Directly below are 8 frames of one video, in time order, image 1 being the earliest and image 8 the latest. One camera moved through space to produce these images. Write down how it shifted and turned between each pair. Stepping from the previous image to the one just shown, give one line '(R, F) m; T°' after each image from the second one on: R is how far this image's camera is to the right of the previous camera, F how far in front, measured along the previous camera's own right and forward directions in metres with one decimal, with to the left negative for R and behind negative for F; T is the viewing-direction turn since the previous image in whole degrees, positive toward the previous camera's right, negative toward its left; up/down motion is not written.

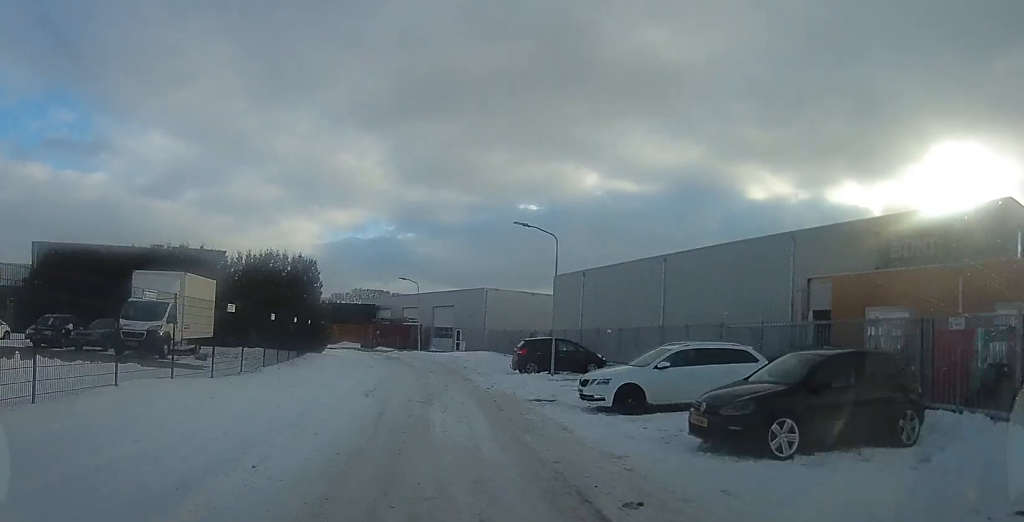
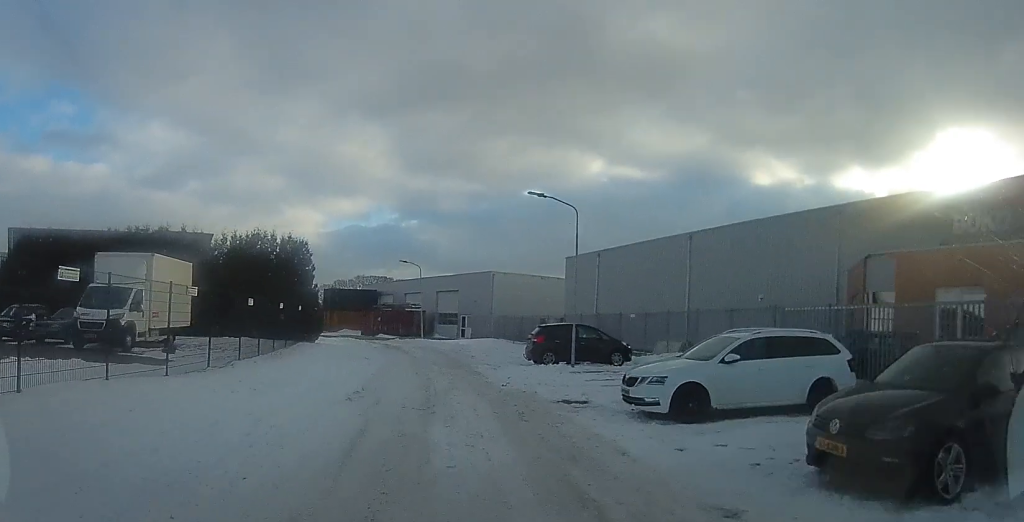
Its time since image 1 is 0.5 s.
(-0.2, +3.0) m; -2°
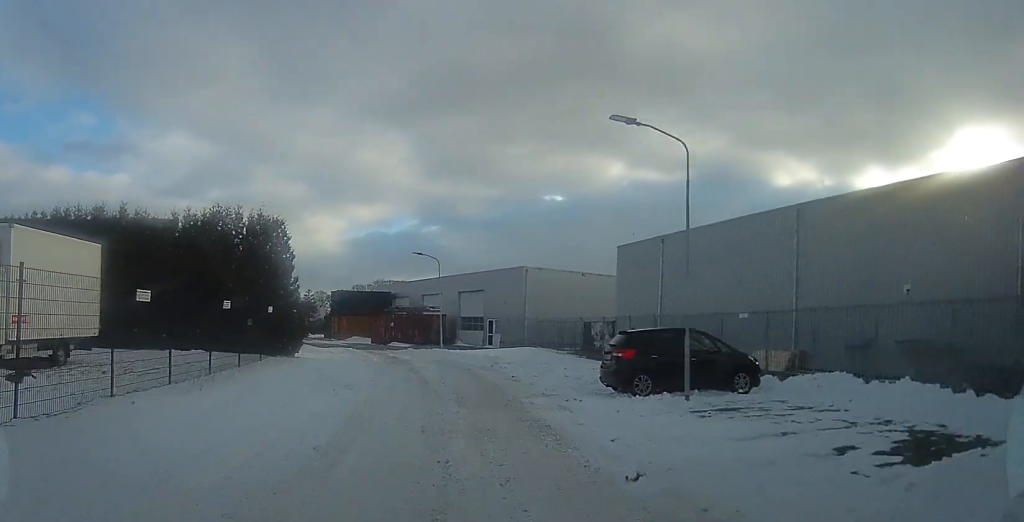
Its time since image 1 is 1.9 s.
(-0.3, +8.3) m; -2°
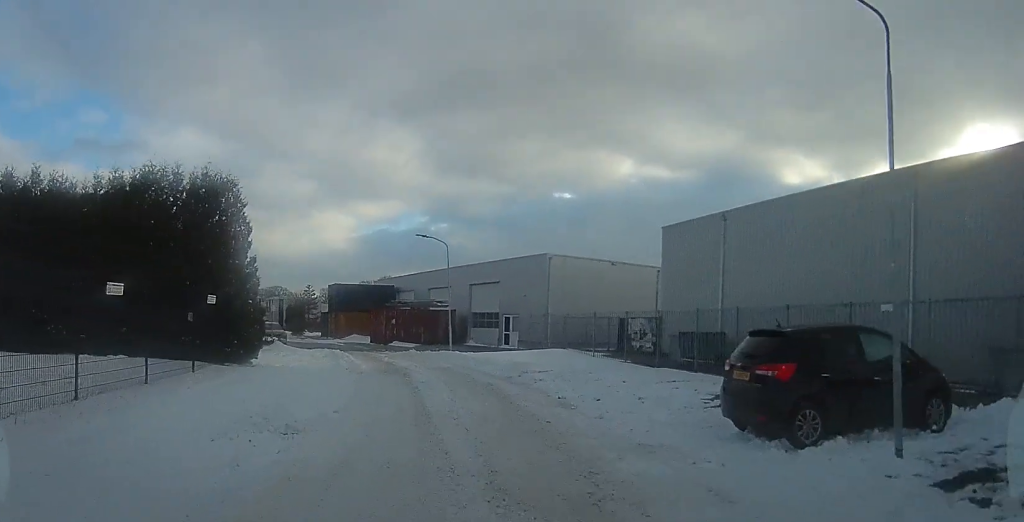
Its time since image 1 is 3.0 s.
(0.0, +6.1) m; 0°
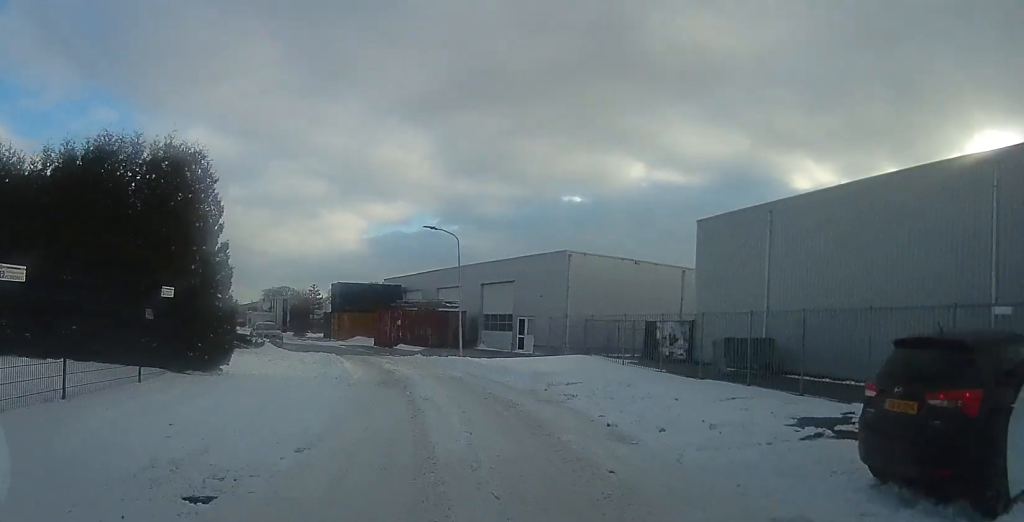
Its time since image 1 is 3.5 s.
(0.0, +3.0) m; 0°
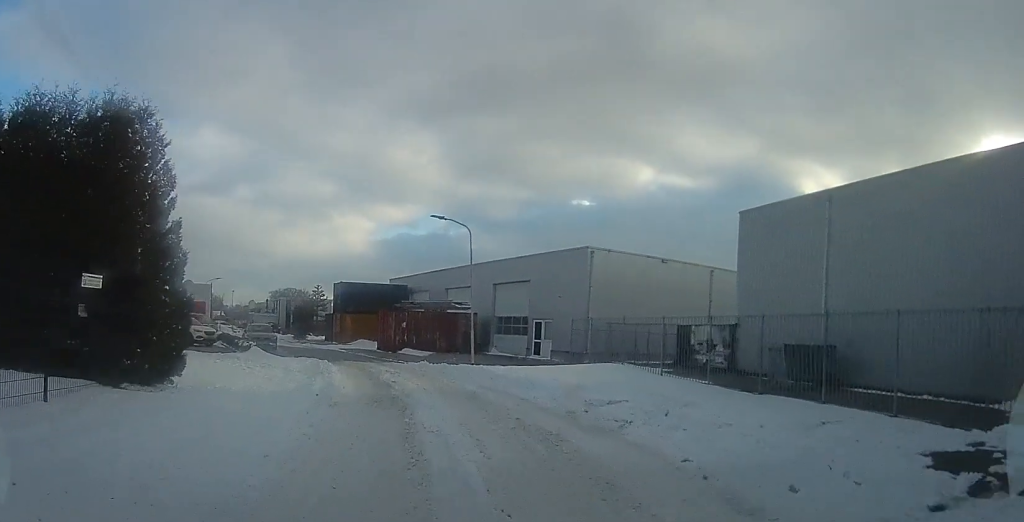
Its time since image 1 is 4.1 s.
(0.0, +3.2) m; 0°
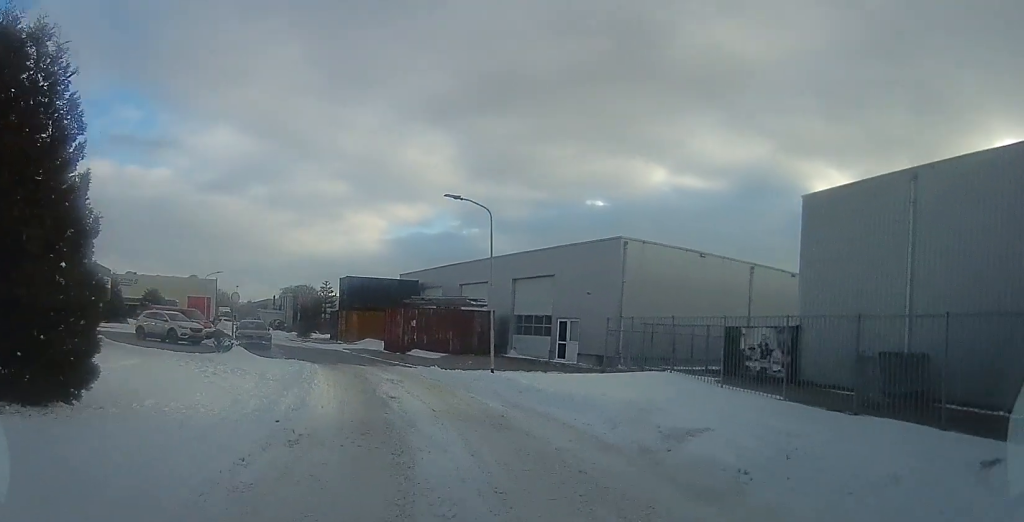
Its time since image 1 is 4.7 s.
(0.0, +3.7) m; 0°
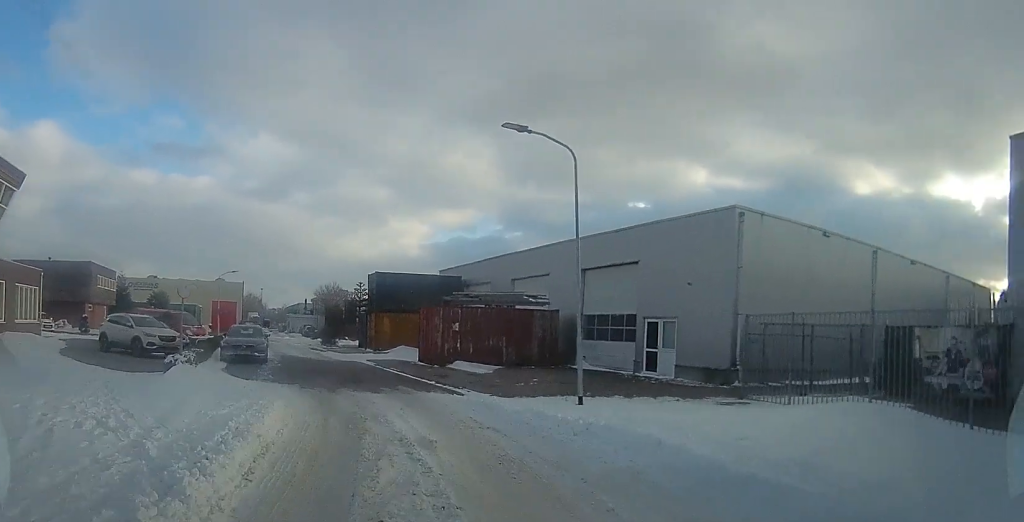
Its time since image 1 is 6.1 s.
(-0.2, +7.9) m; -6°
